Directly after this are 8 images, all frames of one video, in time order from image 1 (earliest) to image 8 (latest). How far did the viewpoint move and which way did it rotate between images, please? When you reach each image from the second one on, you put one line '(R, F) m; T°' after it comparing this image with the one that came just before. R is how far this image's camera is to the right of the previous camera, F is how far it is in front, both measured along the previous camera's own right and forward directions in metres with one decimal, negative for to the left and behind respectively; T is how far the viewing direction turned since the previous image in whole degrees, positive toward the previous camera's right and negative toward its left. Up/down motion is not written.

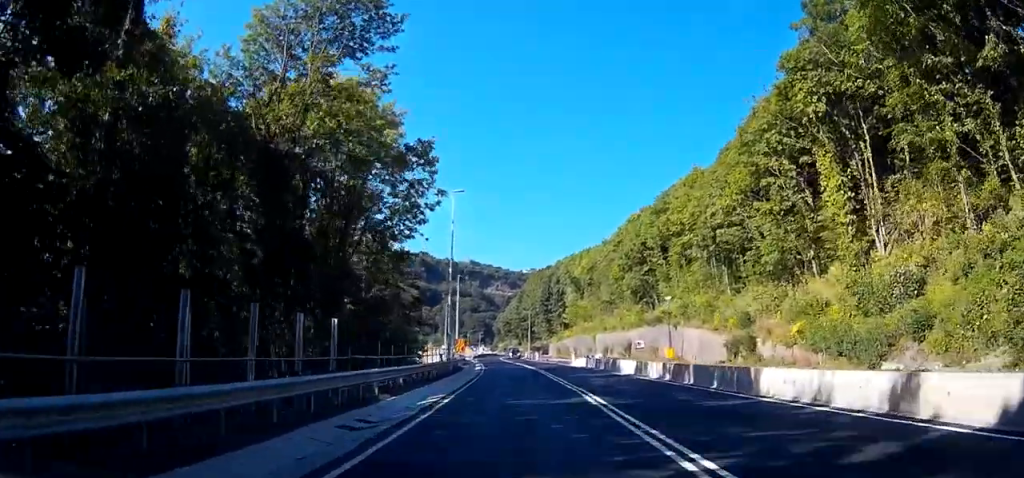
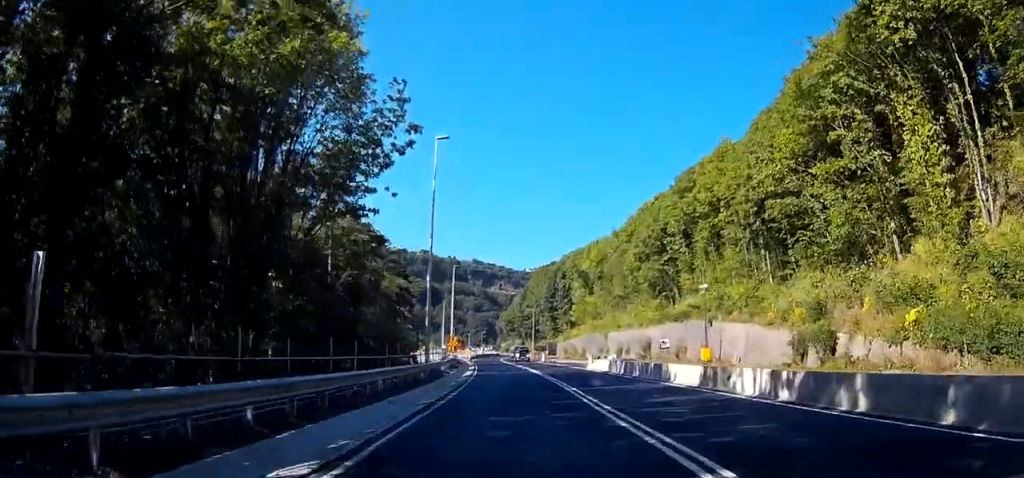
(-0.1, +13.1) m; -1°
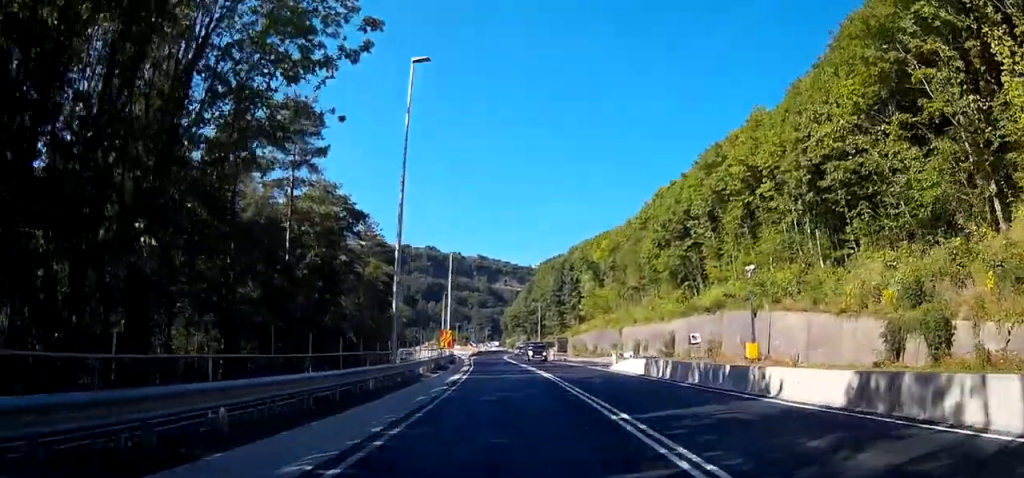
(-0.1, +11.1) m; 0°
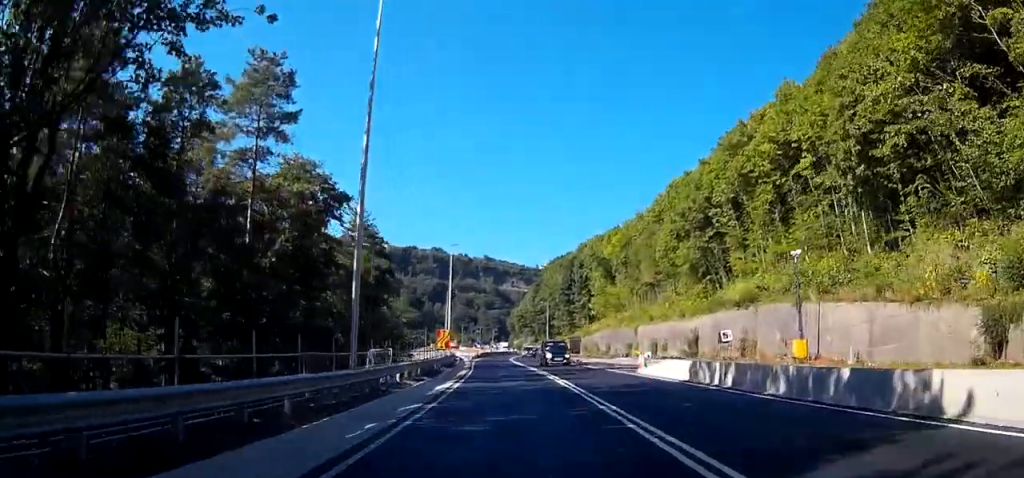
(0.0, +7.5) m; 0°
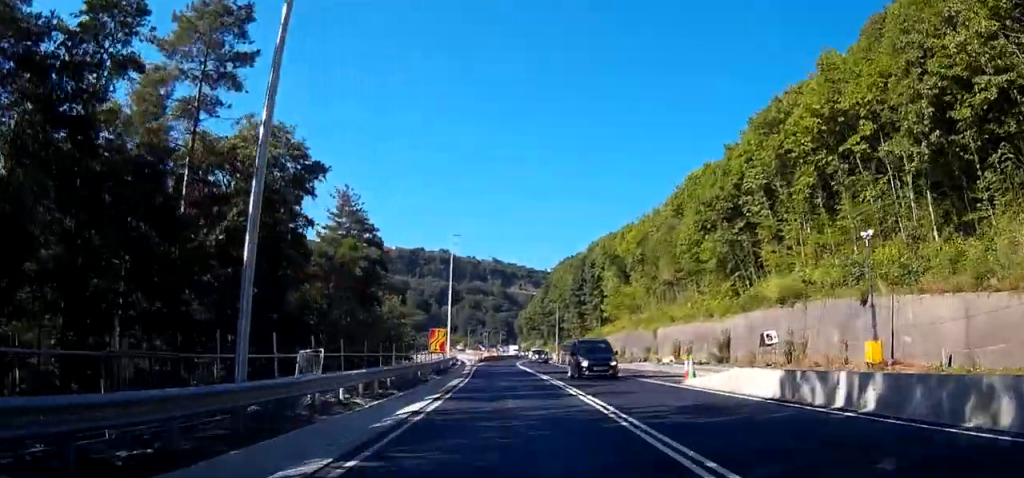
(+0.1, +8.5) m; -1°
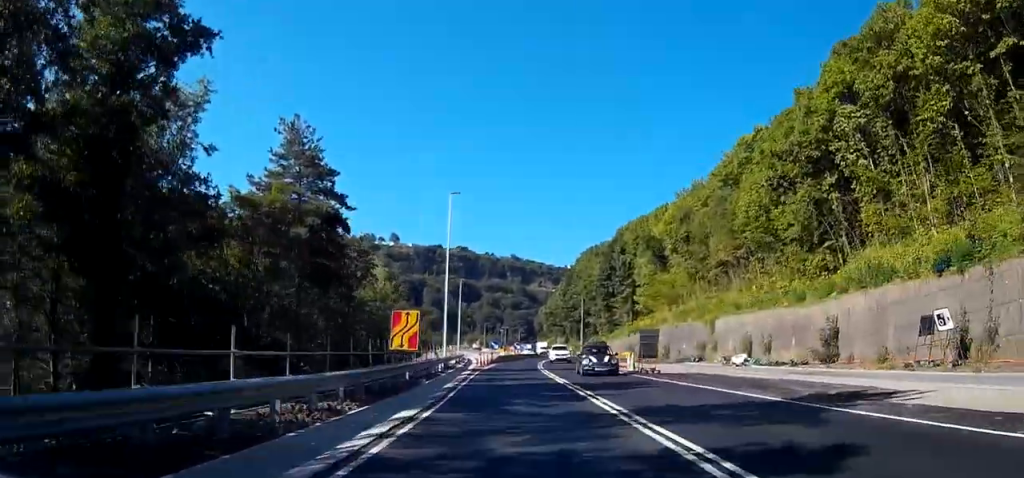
(-0.4, +19.3) m; -2°
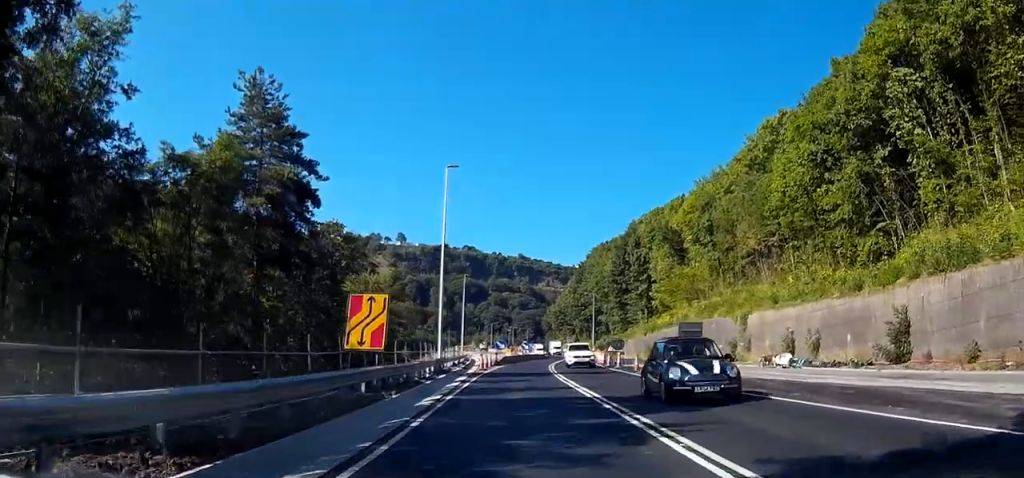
(0.0, +8.1) m; 0°
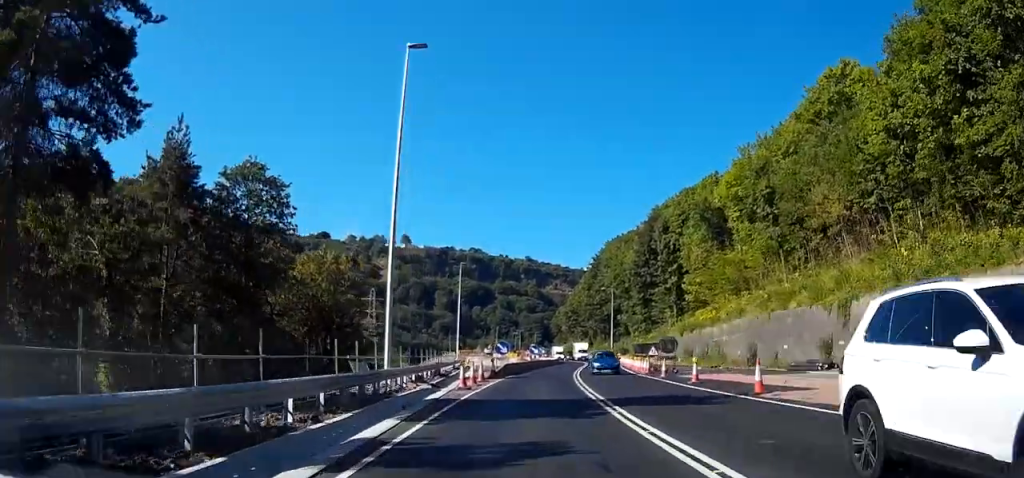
(-0.1, +19.7) m; 0°
